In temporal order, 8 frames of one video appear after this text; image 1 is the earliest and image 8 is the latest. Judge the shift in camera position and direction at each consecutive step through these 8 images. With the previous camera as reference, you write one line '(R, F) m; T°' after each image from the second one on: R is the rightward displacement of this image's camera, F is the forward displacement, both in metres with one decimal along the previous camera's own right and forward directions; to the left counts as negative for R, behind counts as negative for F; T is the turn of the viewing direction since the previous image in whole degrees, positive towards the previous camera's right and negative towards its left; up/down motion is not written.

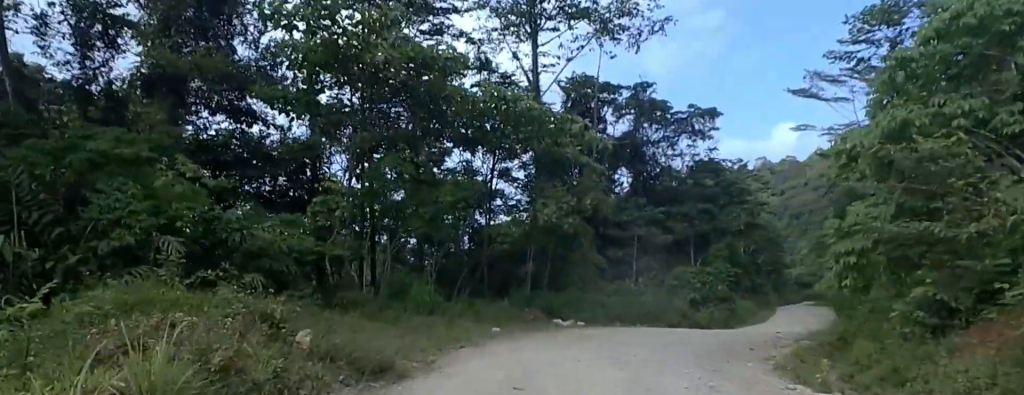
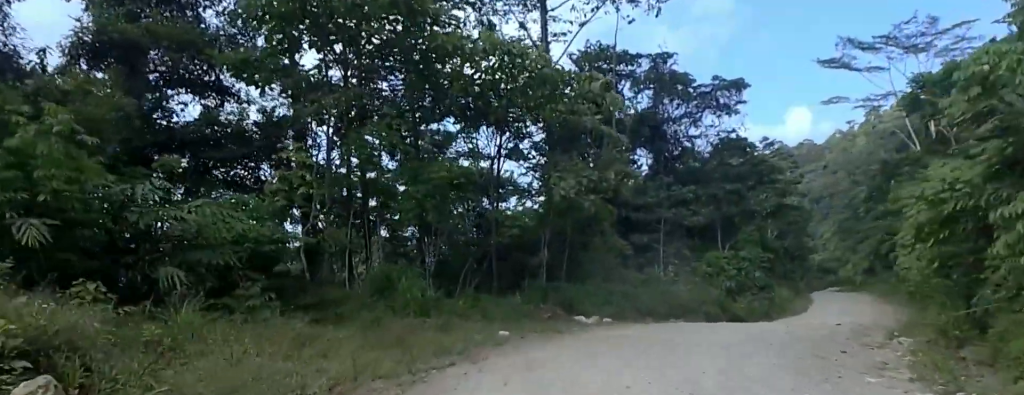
(-0.2, +4.5) m; +10°
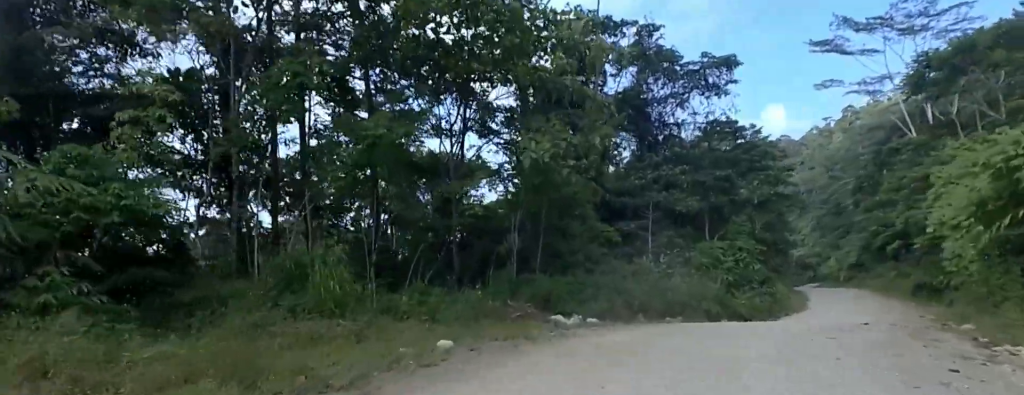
(+1.0, +5.0) m; +11°
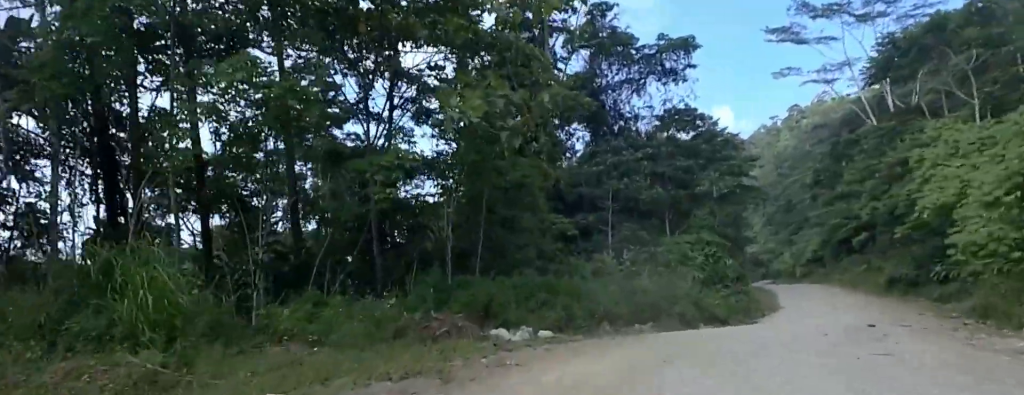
(+0.4, +4.9) m; +4°
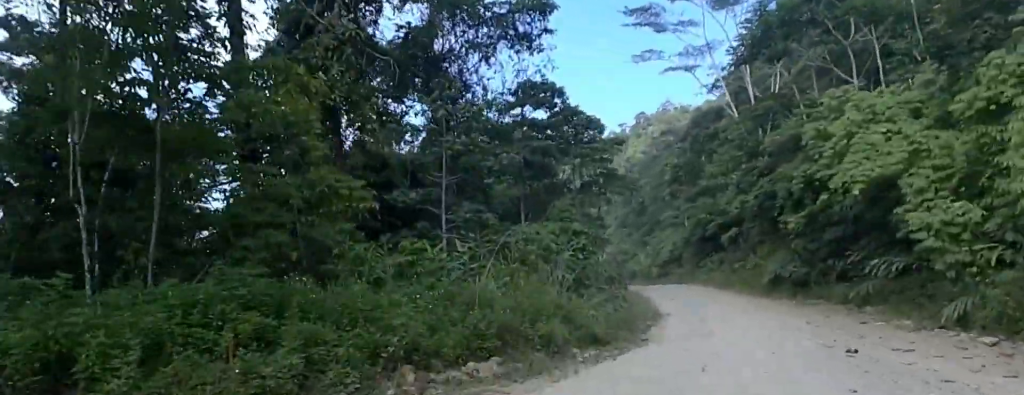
(0.0, +10.3) m; +6°
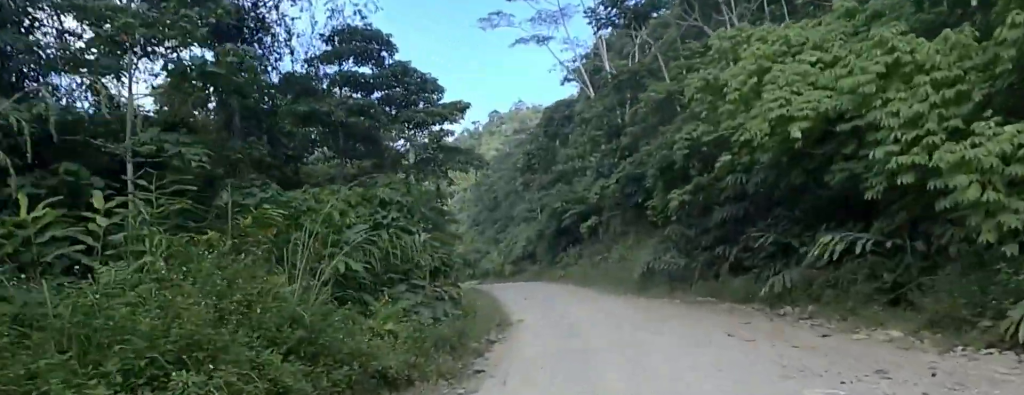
(+0.9, +9.3) m; +7°
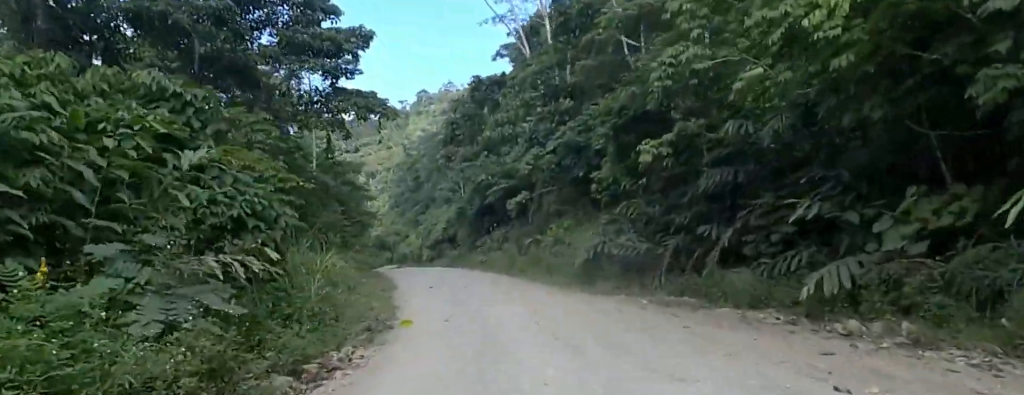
(0.0, +7.8) m; 0°
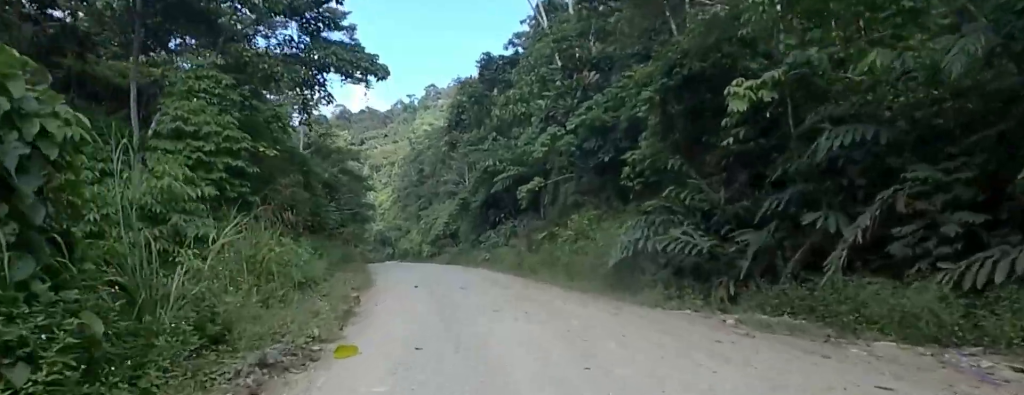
(0.0, +5.3) m; 0°
